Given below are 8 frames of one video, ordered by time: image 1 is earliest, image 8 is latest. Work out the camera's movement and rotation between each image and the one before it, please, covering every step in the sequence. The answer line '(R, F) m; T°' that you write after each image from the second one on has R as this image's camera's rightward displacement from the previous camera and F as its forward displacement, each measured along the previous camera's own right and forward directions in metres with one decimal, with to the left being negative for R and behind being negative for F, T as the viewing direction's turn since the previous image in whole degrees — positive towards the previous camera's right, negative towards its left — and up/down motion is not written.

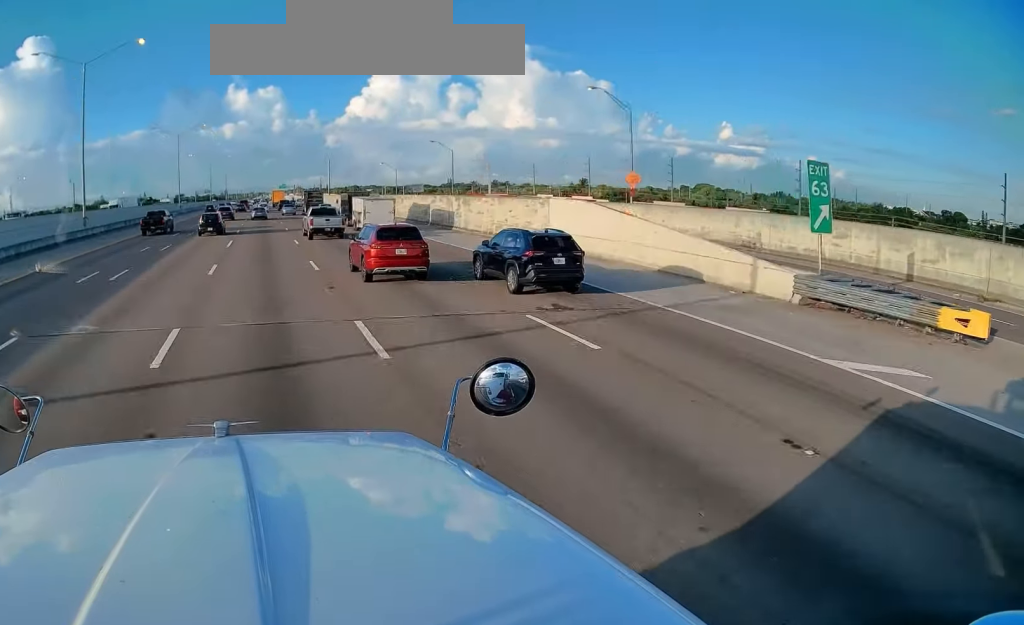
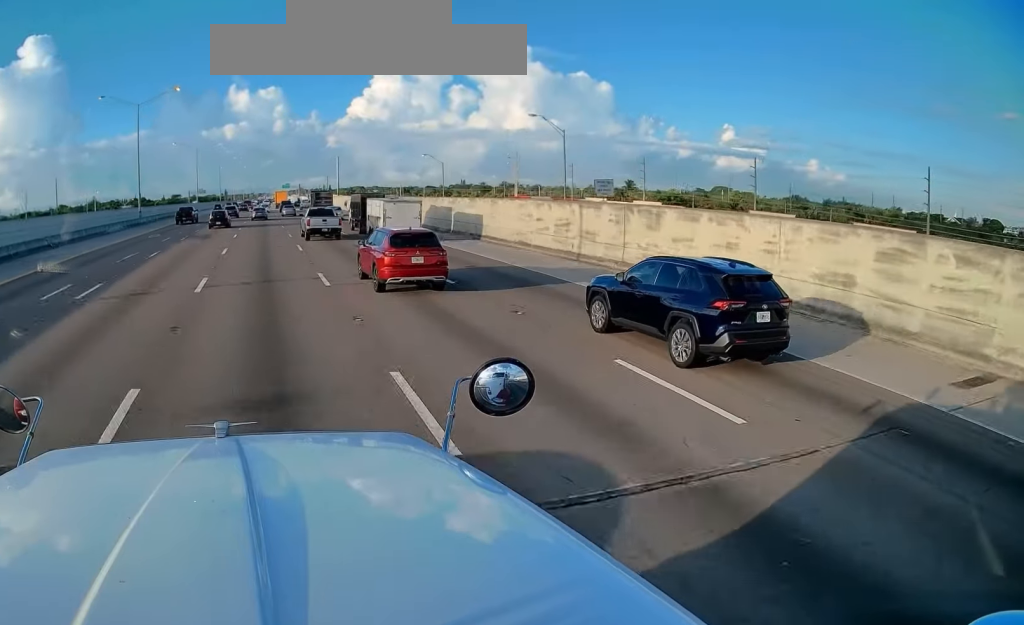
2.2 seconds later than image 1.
(-0.2, +40.3) m; -1°
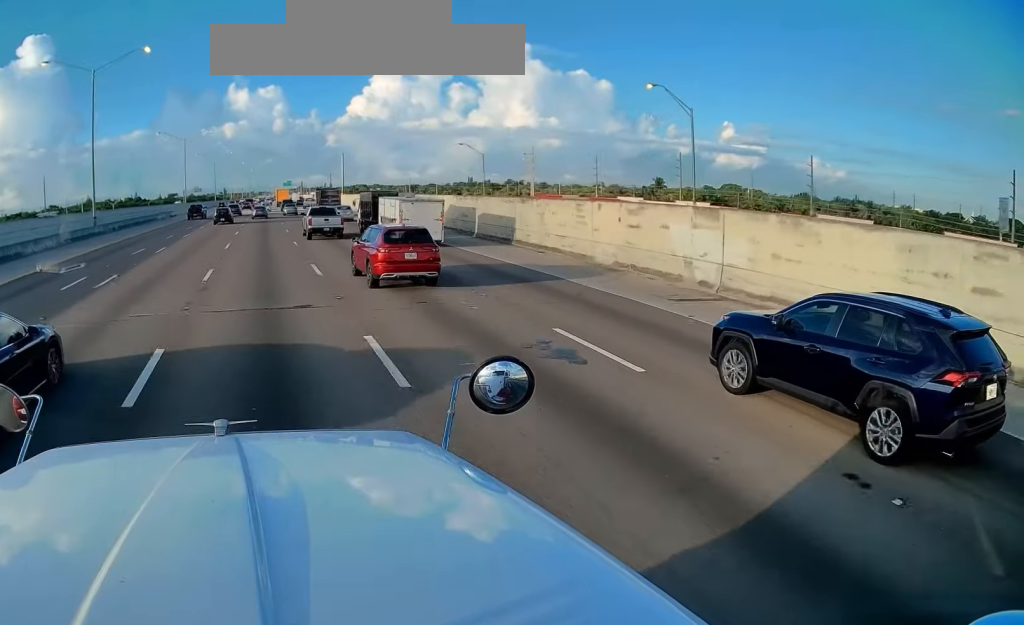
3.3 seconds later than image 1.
(-0.1, +22.3) m; +1°
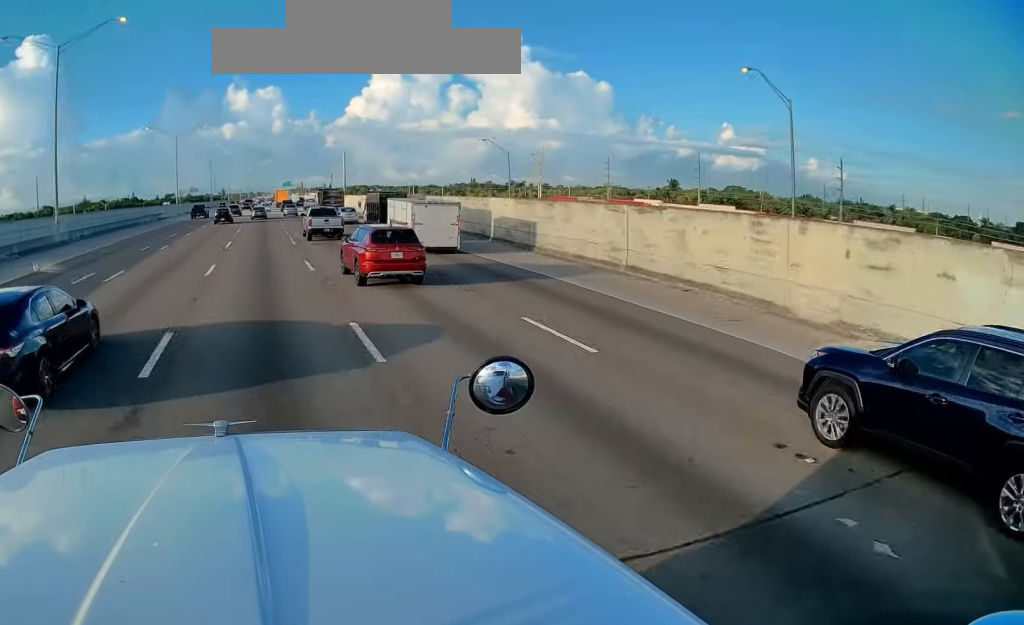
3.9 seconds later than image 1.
(+0.1, +11.2) m; +1°
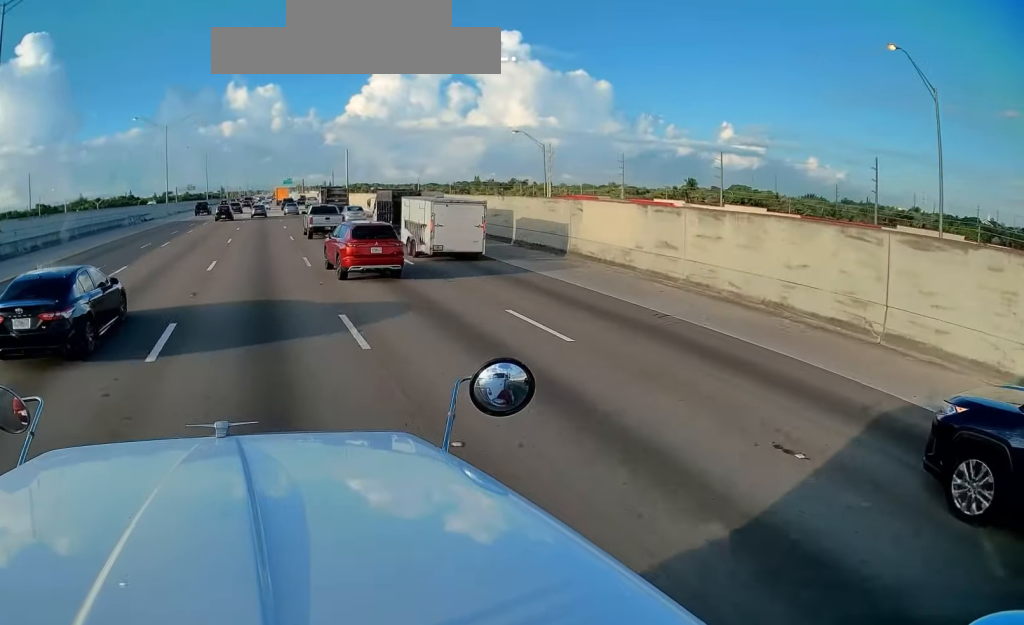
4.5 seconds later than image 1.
(0.0, +12.2) m; 0°
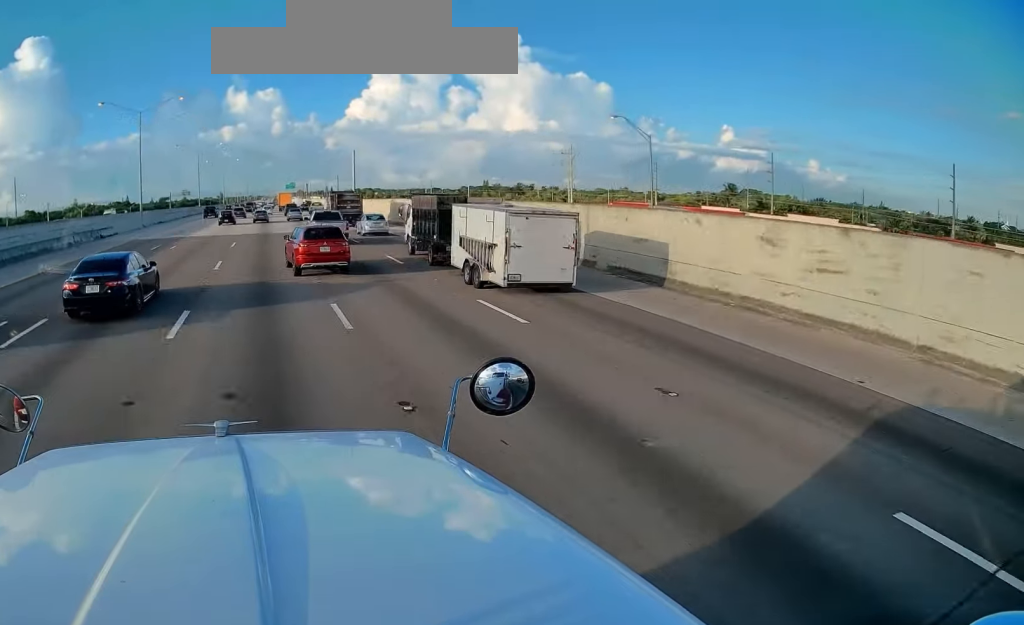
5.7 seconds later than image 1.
(-0.1, +24.0) m; -1°
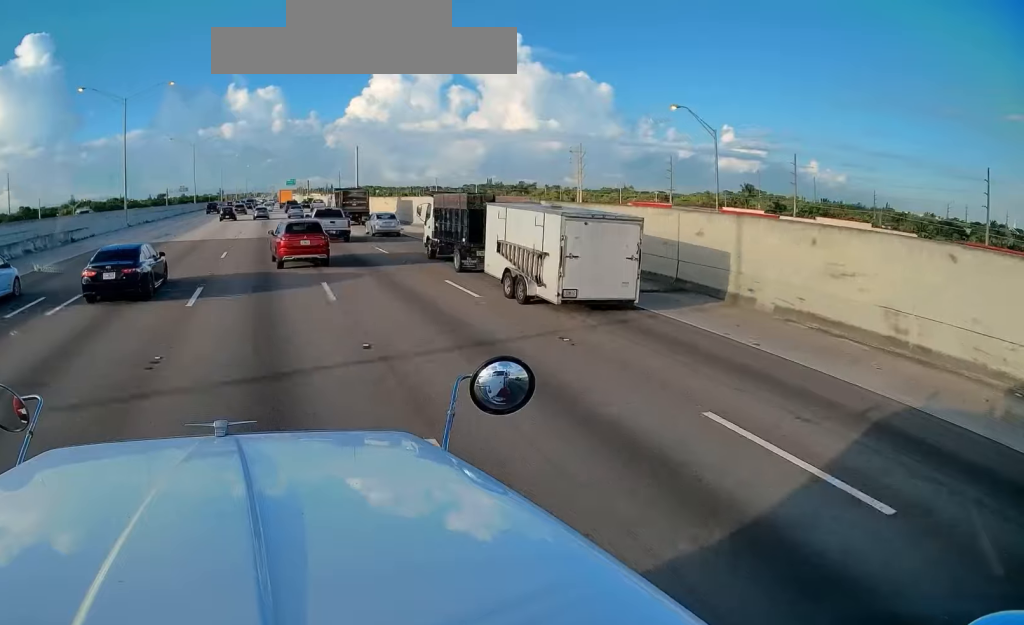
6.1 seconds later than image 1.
(-0.1, +9.9) m; 0°
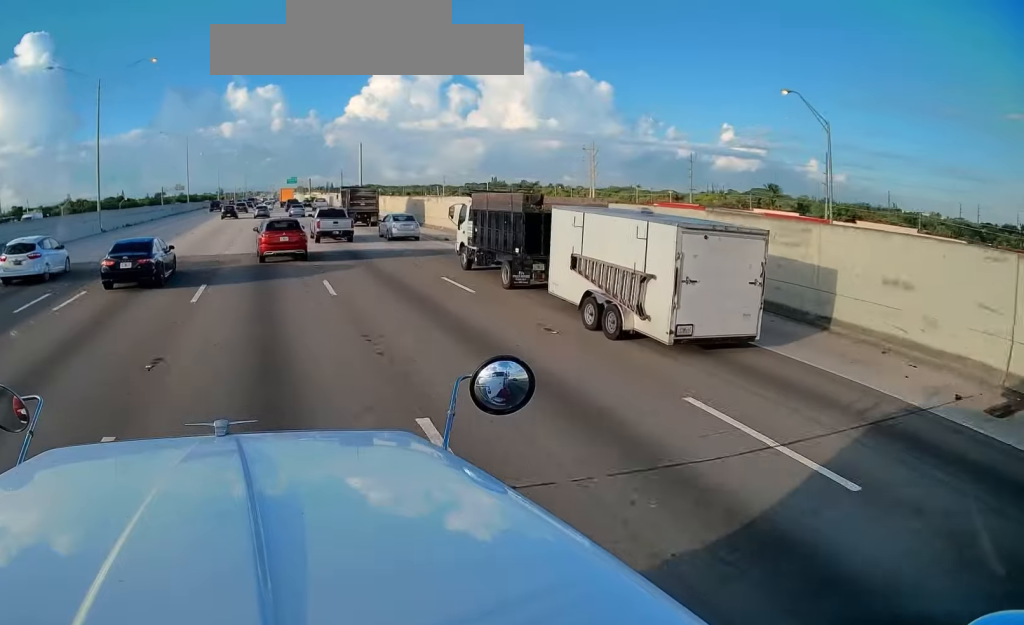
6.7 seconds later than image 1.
(-0.2, +13.1) m; 0°
